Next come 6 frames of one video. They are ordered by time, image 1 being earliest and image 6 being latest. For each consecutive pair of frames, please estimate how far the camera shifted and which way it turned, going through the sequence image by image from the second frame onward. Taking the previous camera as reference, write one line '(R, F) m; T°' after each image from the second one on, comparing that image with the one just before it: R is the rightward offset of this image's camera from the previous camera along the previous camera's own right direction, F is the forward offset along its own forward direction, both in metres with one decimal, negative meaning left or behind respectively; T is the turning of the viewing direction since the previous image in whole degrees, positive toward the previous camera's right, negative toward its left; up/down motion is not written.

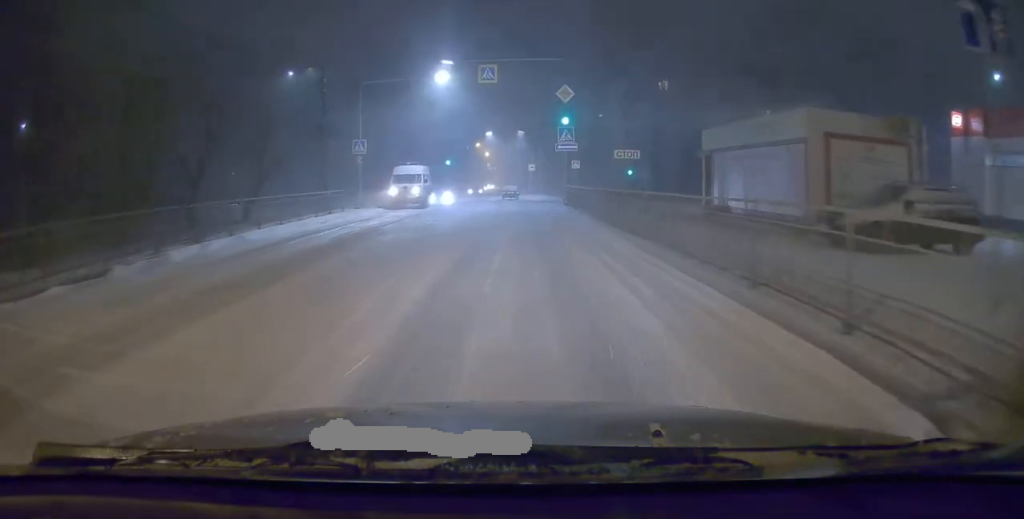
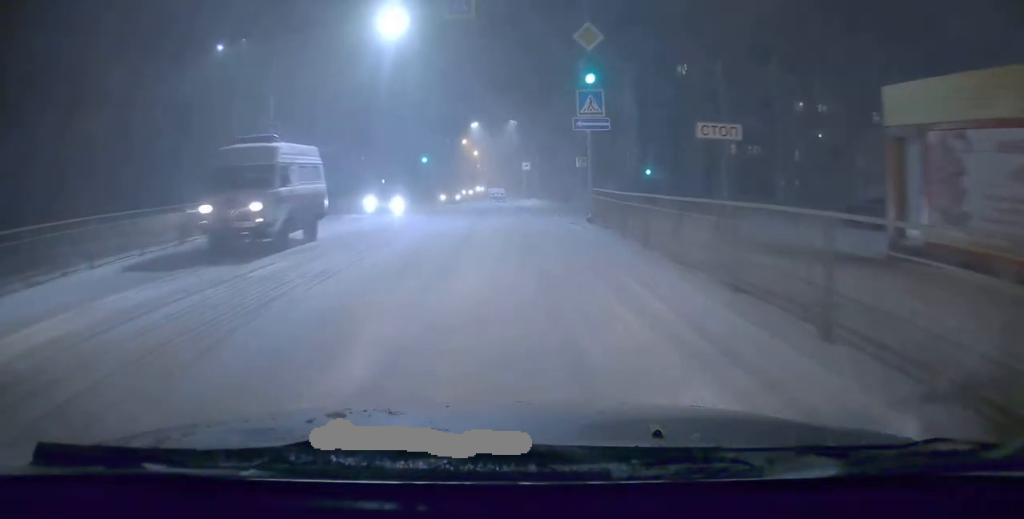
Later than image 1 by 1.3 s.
(+0.4, +11.9) m; +1°
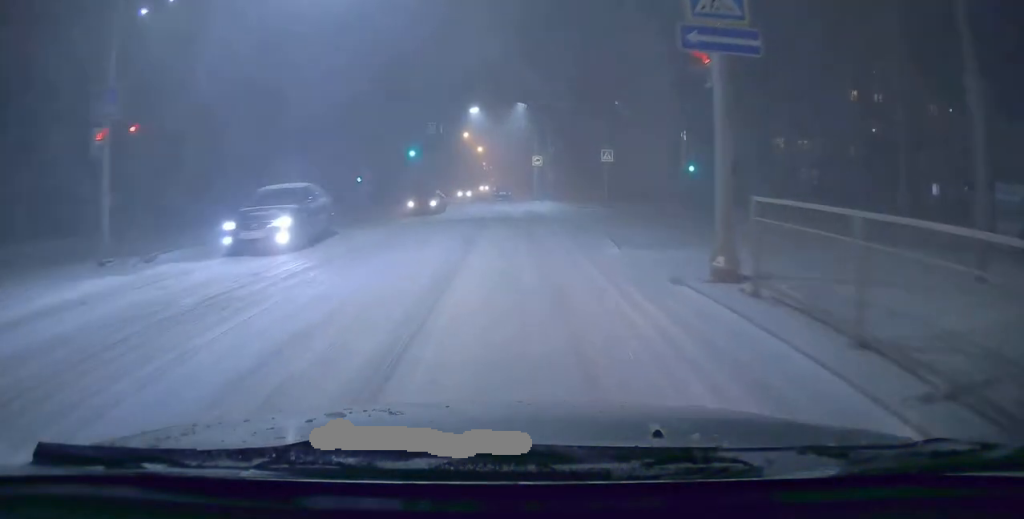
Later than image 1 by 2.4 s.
(-0.2, +10.5) m; -2°
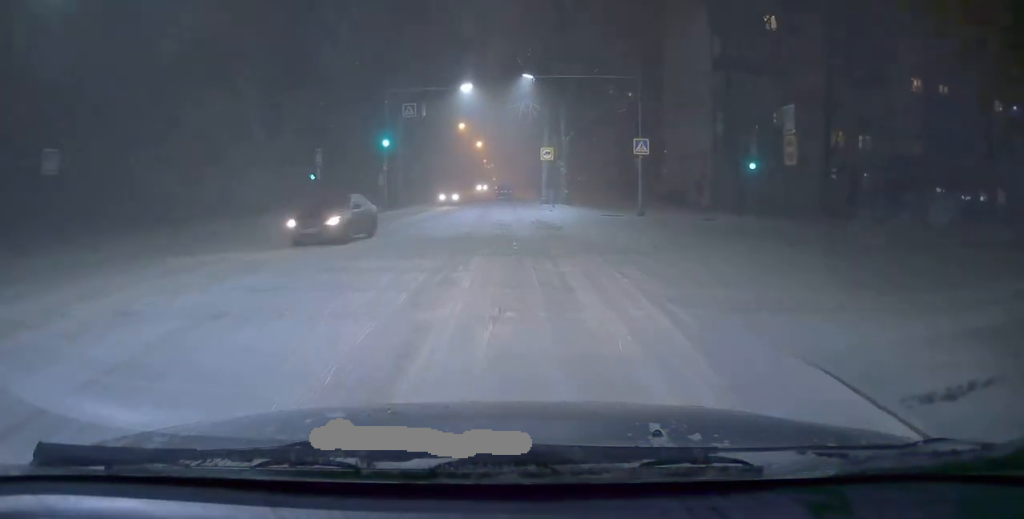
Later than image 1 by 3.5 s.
(-0.1, +10.4) m; 0°
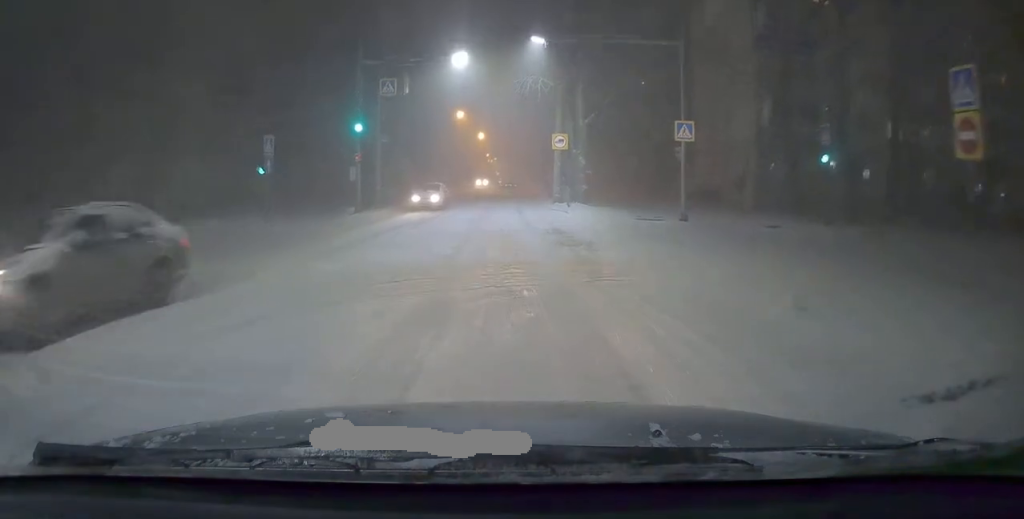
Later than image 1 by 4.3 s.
(0.0, +7.3) m; 0°
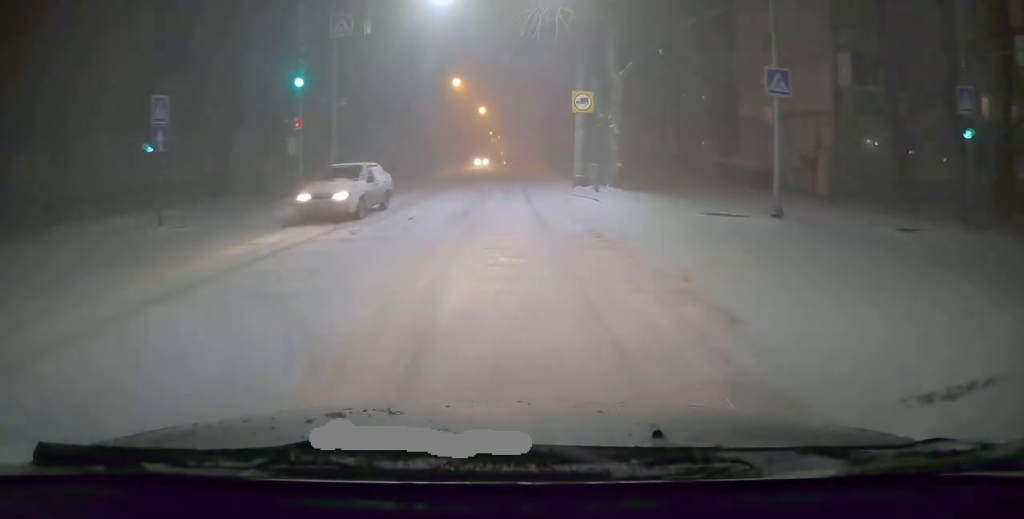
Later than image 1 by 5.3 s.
(-0.1, +8.5) m; 0°
